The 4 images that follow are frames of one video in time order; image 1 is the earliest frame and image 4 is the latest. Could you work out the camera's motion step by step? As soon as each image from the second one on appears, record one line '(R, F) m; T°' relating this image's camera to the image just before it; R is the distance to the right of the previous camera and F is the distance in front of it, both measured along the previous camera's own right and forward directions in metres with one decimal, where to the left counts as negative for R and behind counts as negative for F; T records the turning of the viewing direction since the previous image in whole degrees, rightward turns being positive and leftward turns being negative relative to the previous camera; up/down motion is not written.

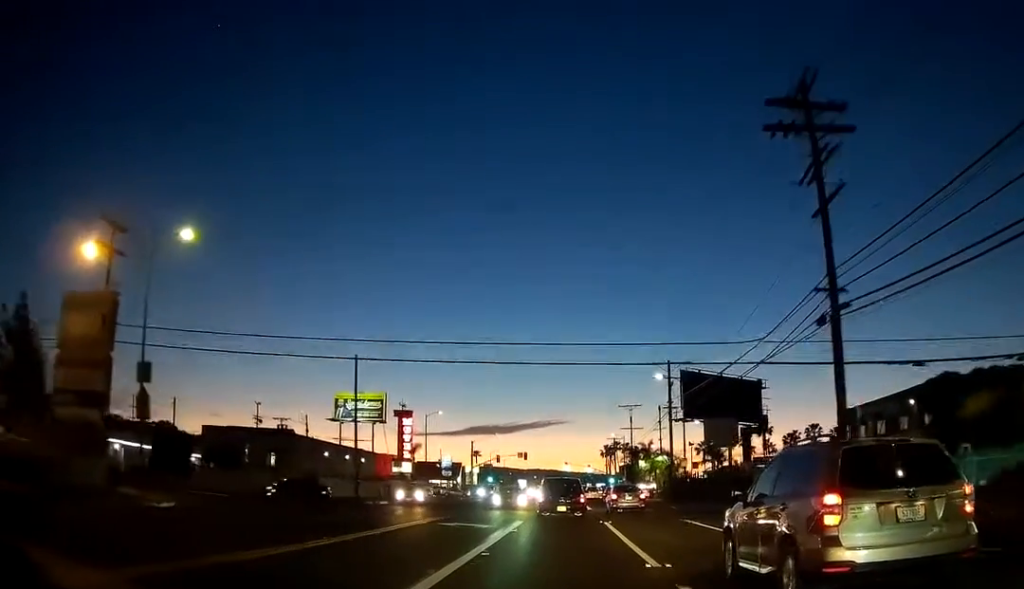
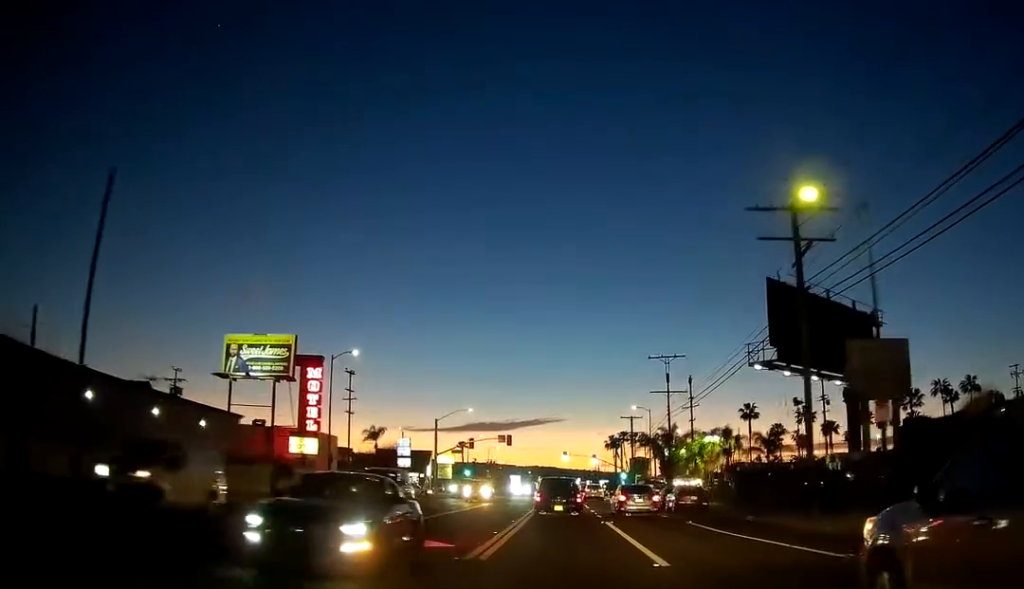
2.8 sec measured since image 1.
(0.0, +34.8) m; 0°
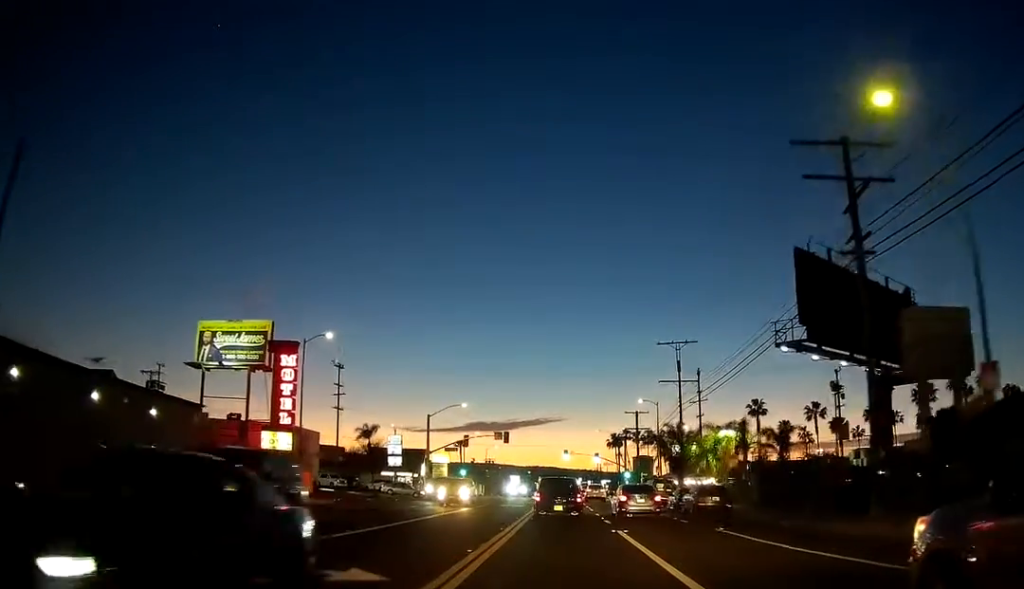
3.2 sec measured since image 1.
(0.0, +5.7) m; 0°
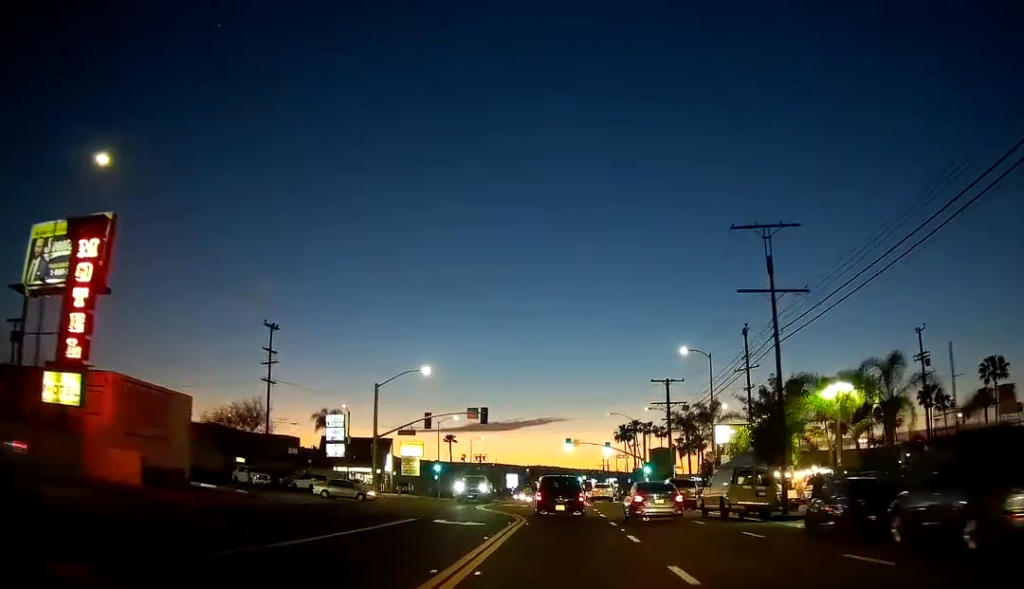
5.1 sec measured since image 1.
(+0.1, +25.9) m; 0°
